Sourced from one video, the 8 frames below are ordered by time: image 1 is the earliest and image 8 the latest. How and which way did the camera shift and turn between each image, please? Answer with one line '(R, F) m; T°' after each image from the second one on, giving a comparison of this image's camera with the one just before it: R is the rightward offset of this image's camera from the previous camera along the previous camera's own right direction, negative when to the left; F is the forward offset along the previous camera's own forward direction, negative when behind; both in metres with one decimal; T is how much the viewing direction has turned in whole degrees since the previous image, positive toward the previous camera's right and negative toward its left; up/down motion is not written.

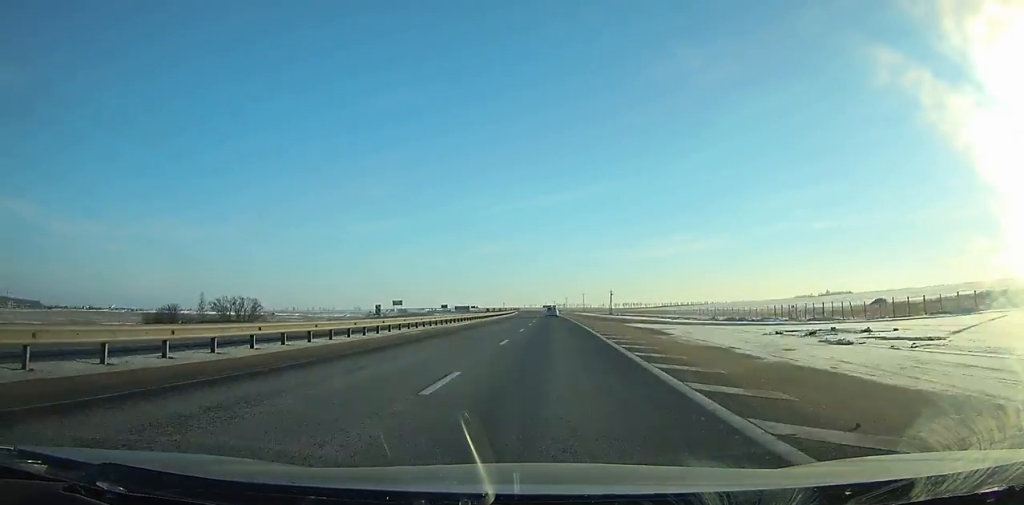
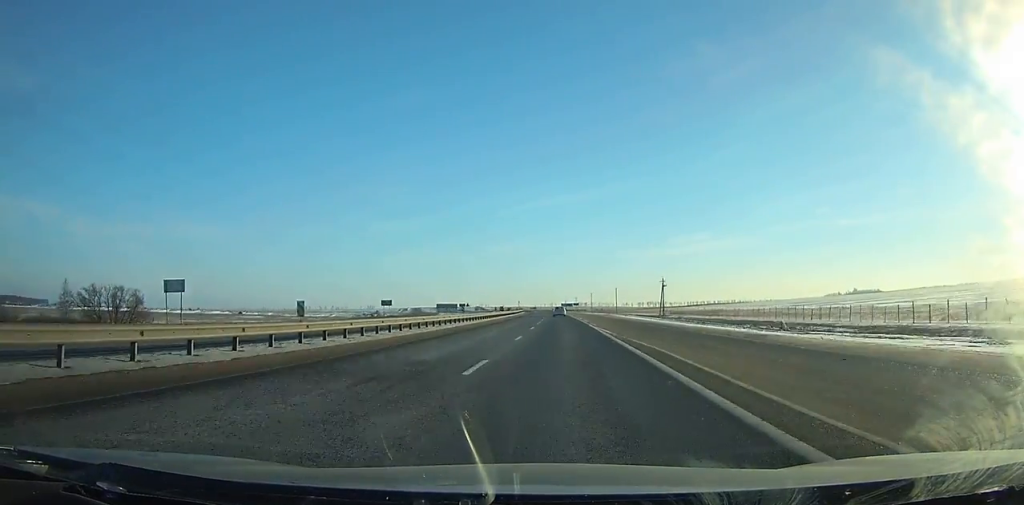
(-1.0, +70.3) m; -1°
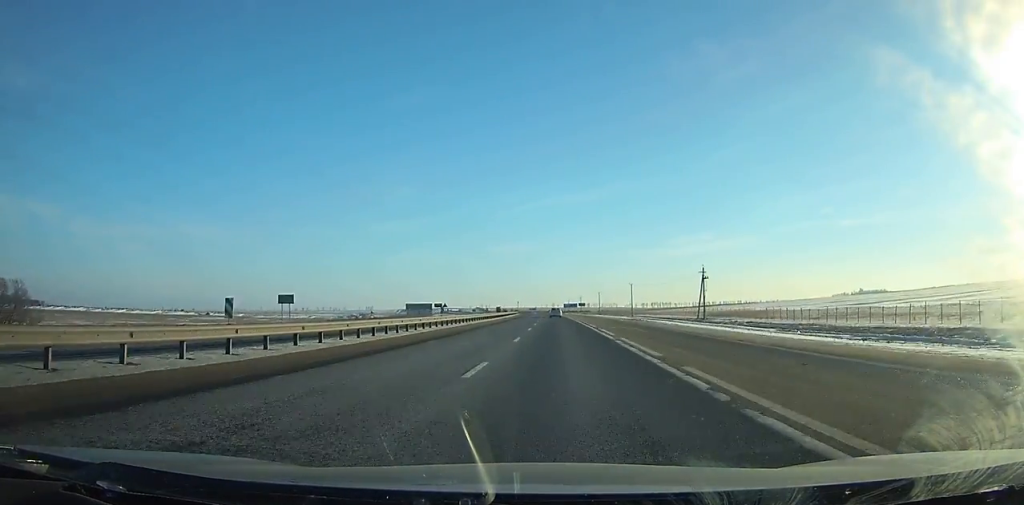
(-0.1, +36.7) m; -1°
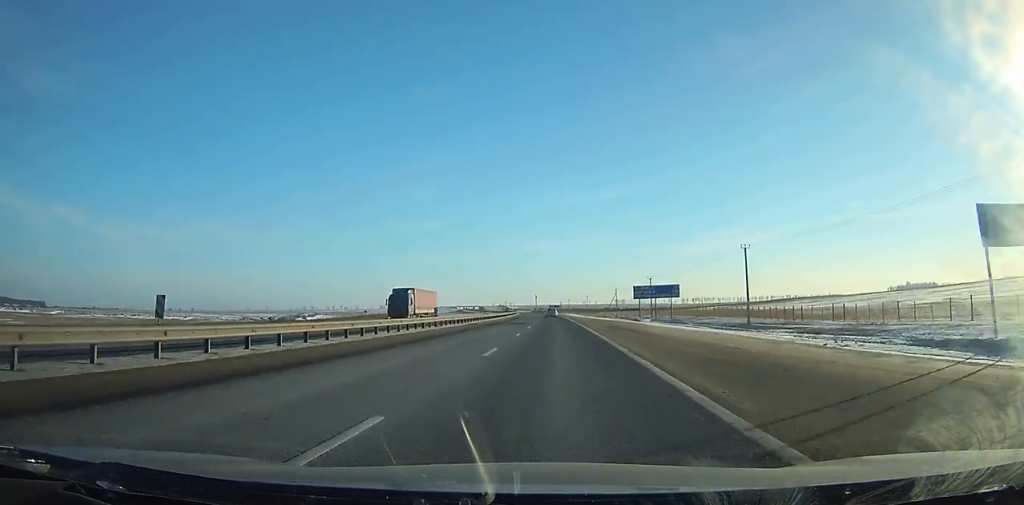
(-4.2, +152.0) m; -3°
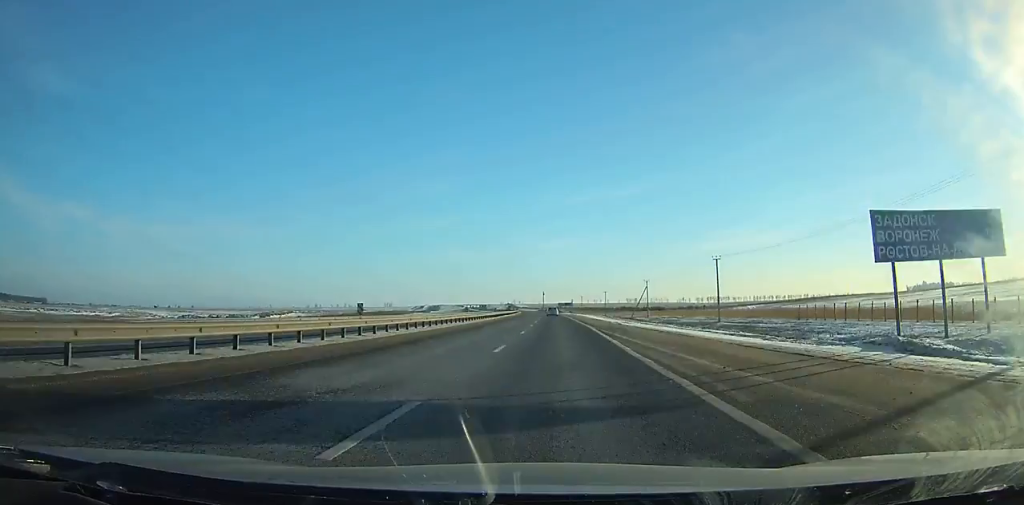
(-0.4, +47.2) m; -1°
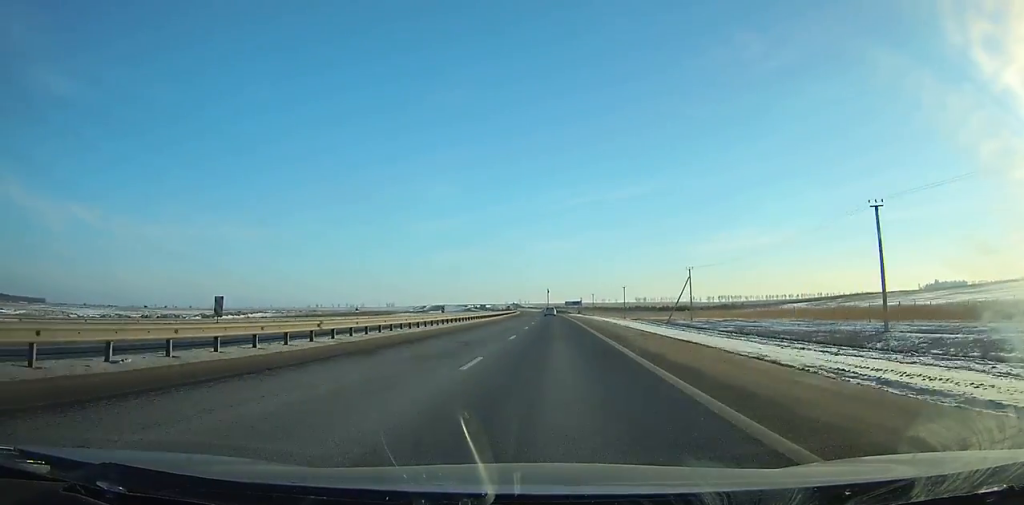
(-0.4, +41.1) m; -1°
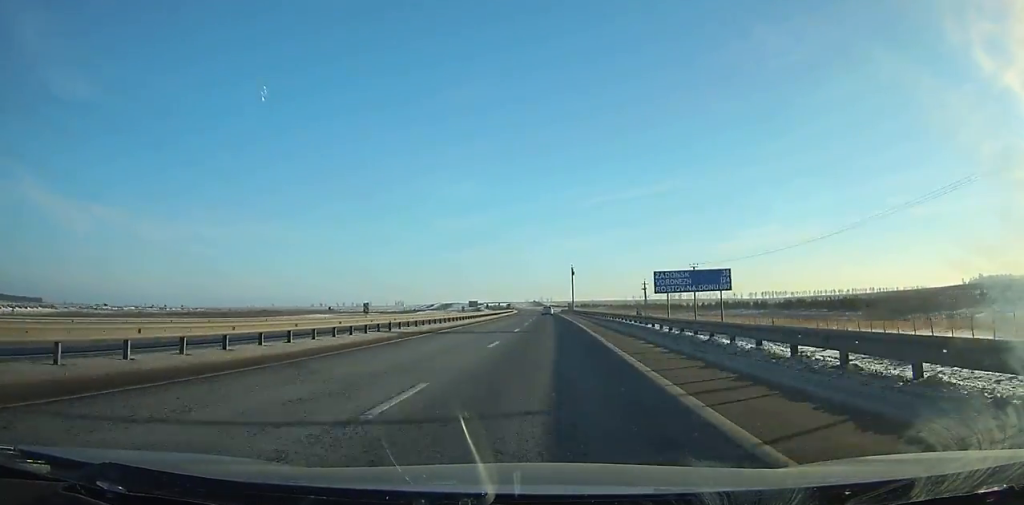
(-2.5, +137.7) m; -2°
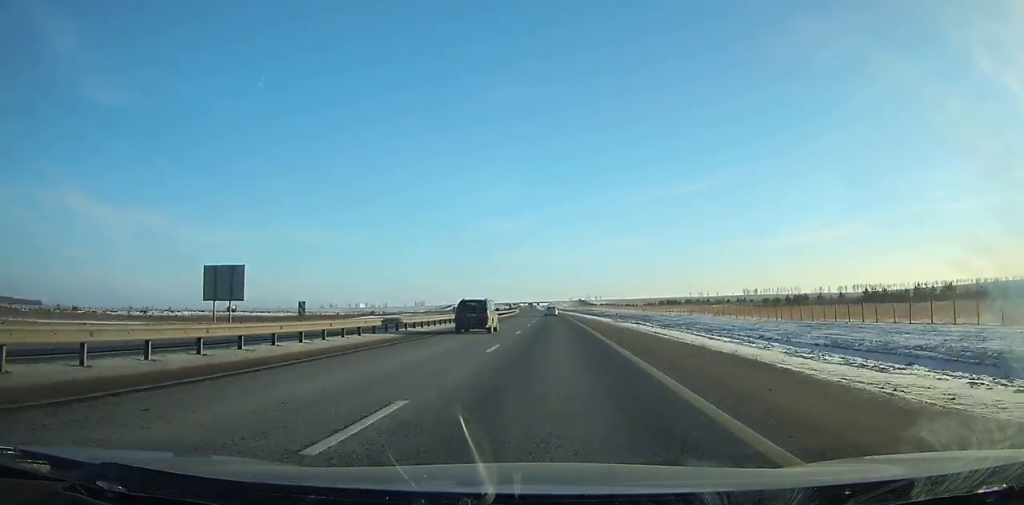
(-9.0, +217.4) m; -4°
